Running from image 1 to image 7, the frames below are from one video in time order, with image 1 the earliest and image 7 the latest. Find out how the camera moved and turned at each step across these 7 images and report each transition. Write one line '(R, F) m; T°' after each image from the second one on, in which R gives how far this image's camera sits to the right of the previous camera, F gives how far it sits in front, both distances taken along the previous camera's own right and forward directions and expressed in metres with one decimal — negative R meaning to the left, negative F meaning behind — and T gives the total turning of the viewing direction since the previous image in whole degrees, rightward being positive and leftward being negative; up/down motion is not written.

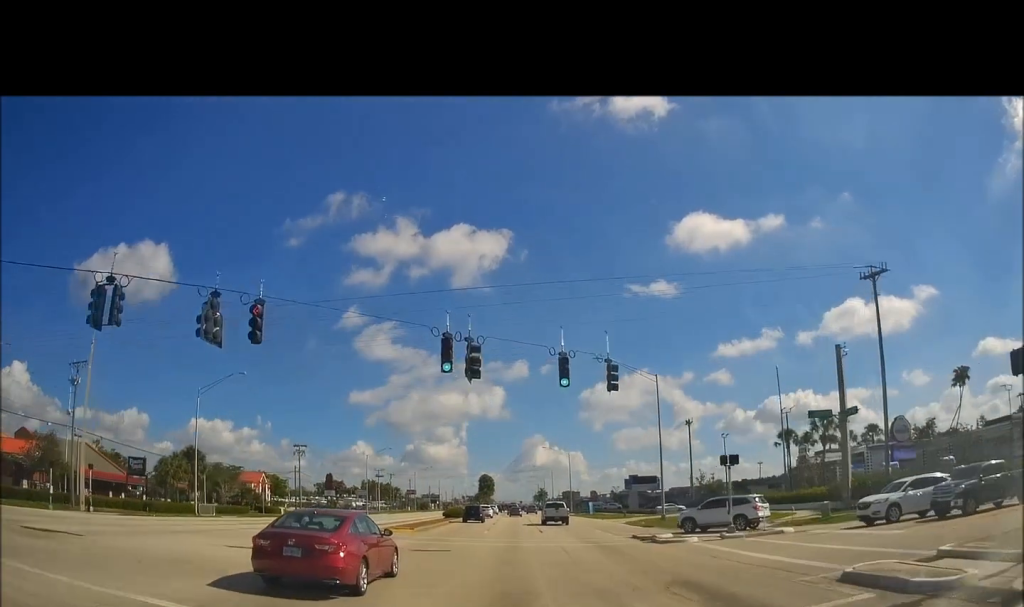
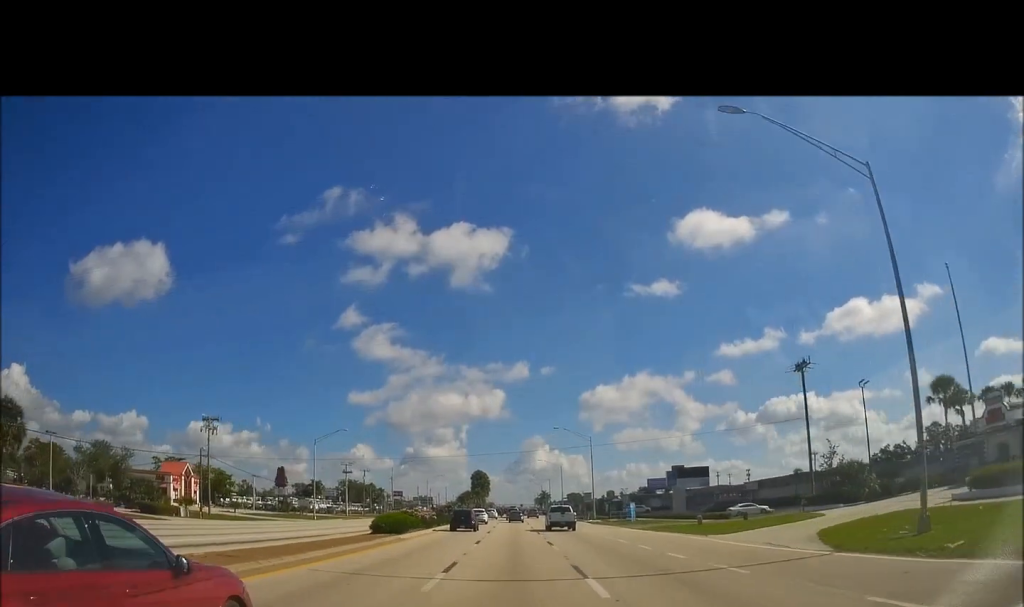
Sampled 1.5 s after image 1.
(-0.2, +33.7) m; +1°
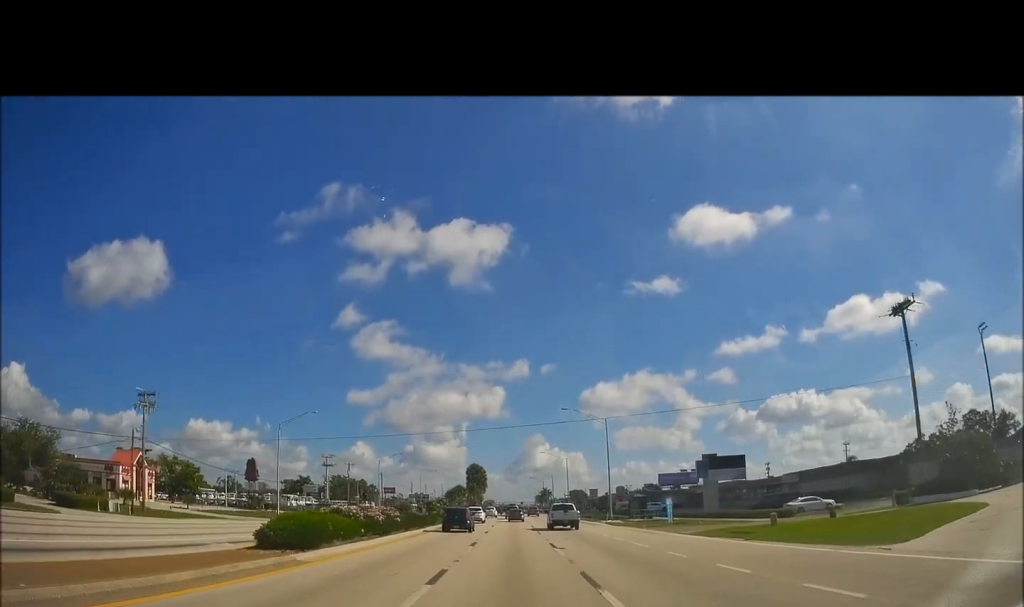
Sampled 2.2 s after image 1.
(+0.3, +14.8) m; 0°
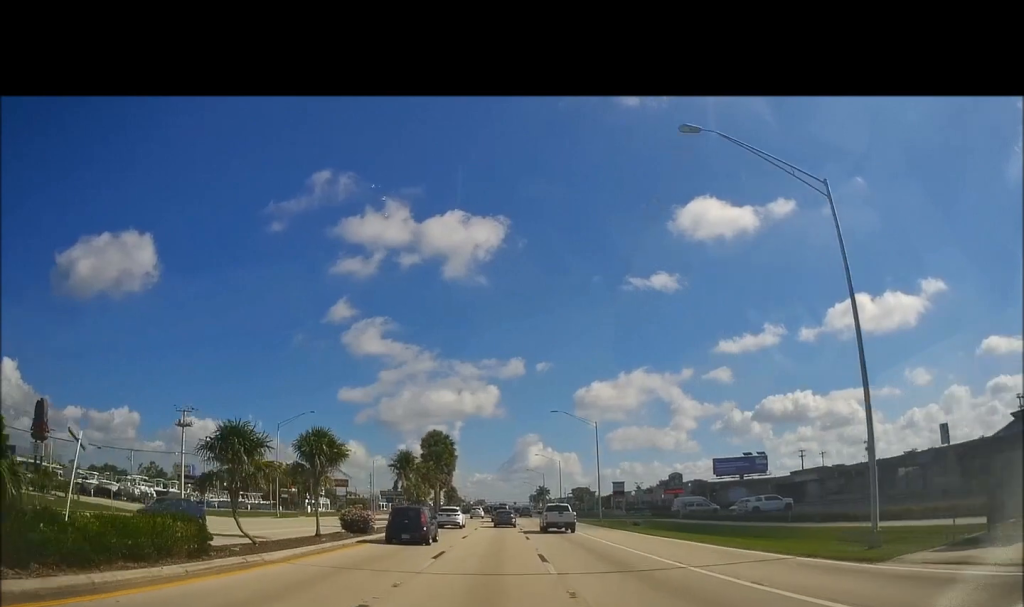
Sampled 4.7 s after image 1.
(+0.3, +55.3) m; +1°
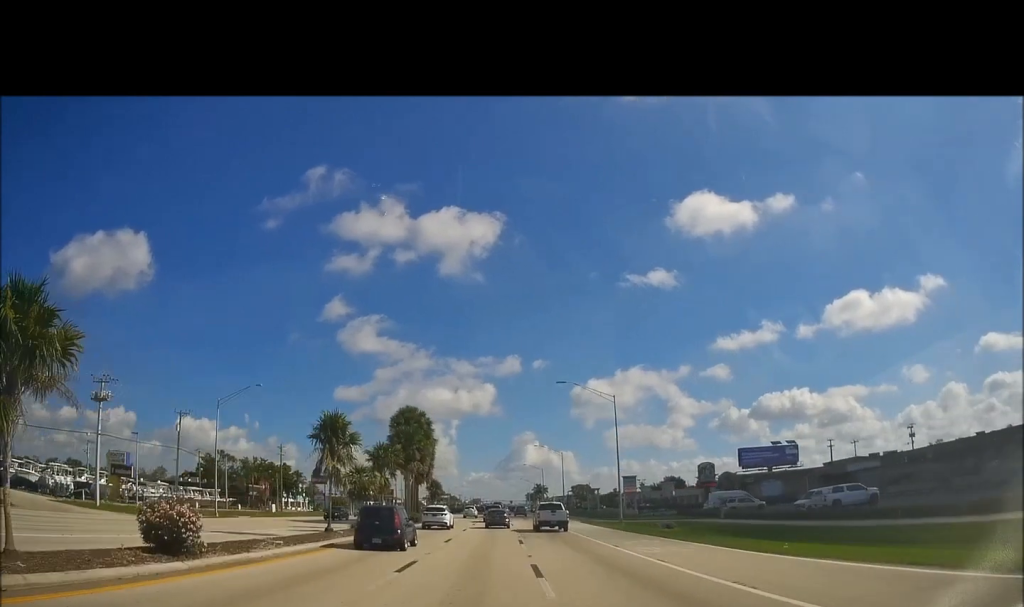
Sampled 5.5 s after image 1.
(0.0, +16.6) m; 0°
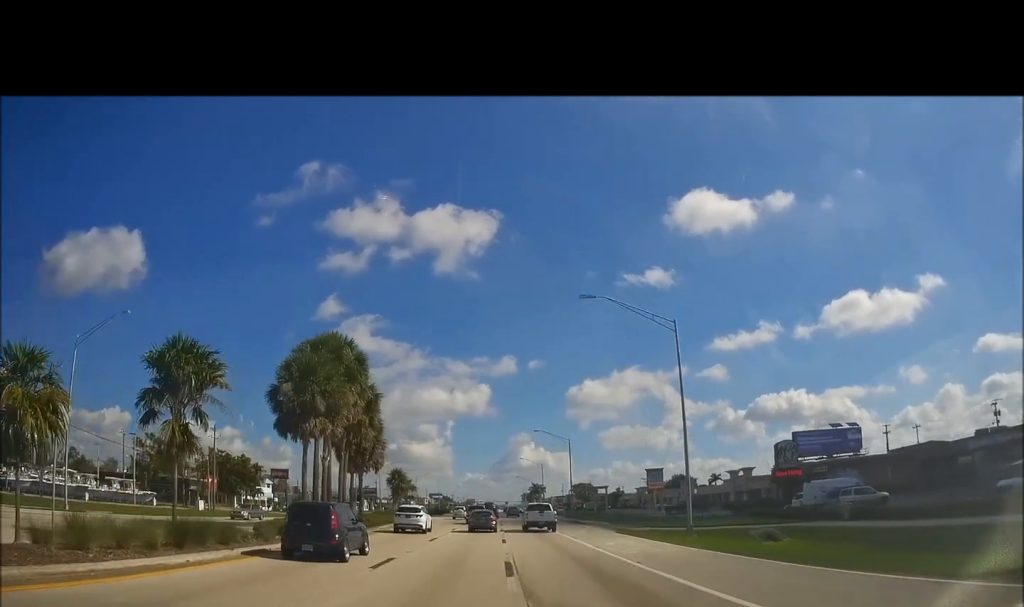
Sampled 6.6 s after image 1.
(0.0, +23.7) m; 0°
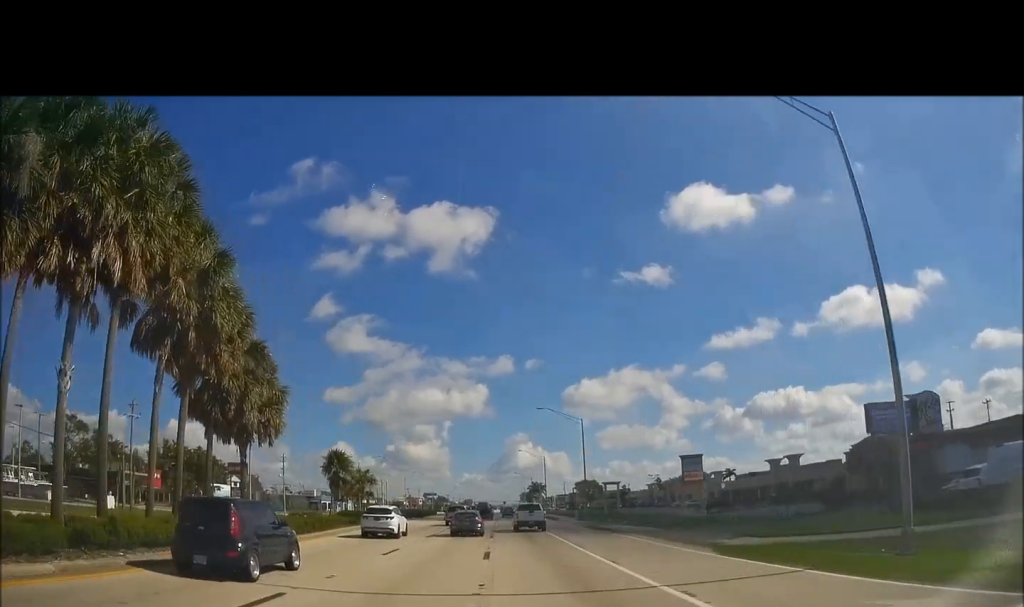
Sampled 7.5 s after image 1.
(0.0, +20.2) m; 0°
